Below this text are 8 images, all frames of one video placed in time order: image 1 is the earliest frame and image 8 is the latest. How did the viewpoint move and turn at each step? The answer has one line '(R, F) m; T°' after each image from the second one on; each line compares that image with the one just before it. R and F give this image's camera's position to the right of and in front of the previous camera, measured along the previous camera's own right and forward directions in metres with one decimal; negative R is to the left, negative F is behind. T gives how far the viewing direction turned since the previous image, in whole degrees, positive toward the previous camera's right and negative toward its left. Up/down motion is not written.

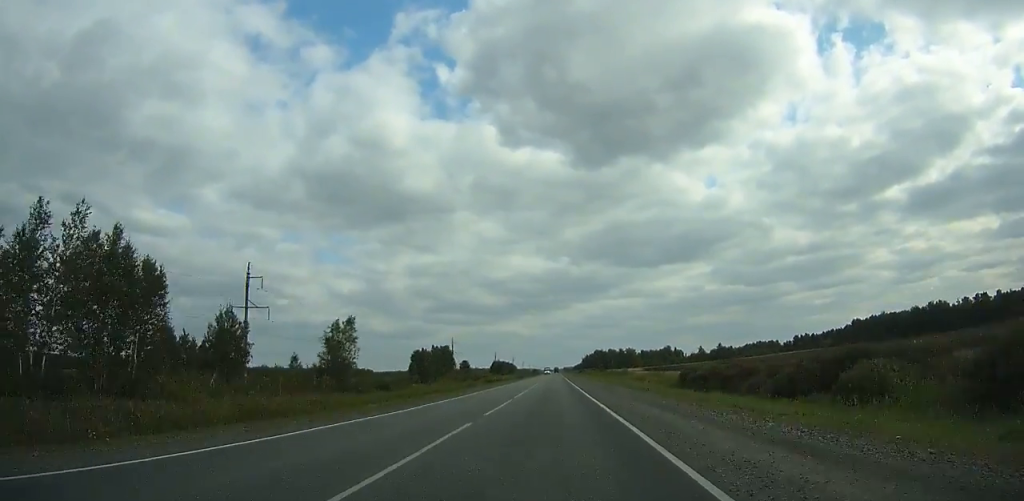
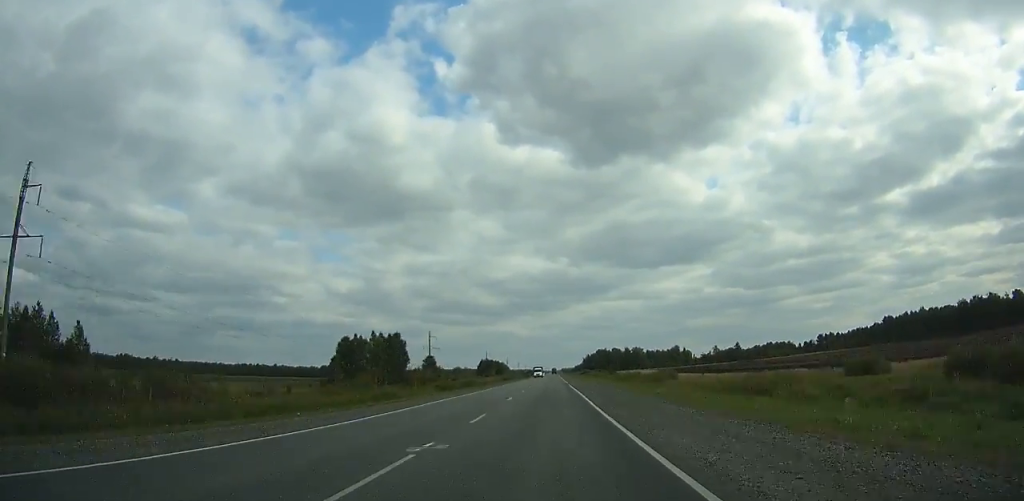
(0.0, +52.8) m; 0°
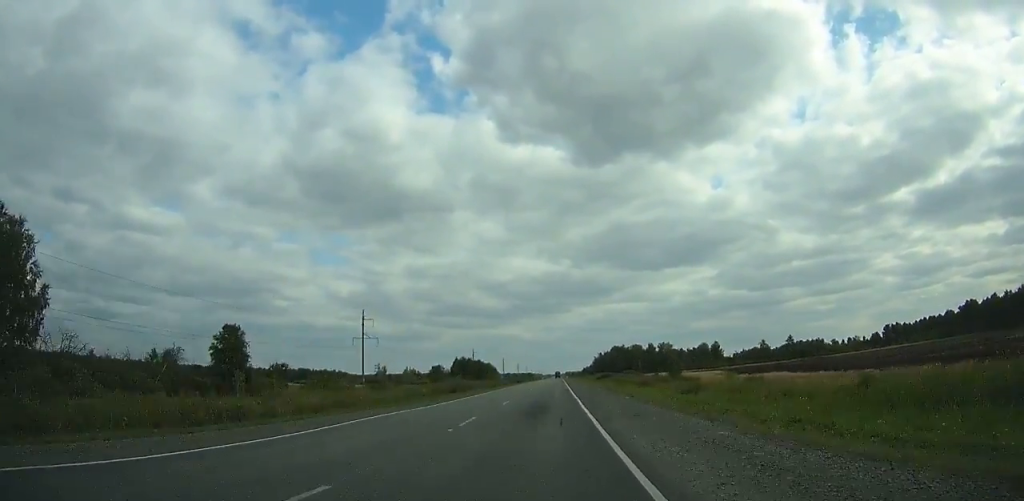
(+0.1, +95.3) m; 0°
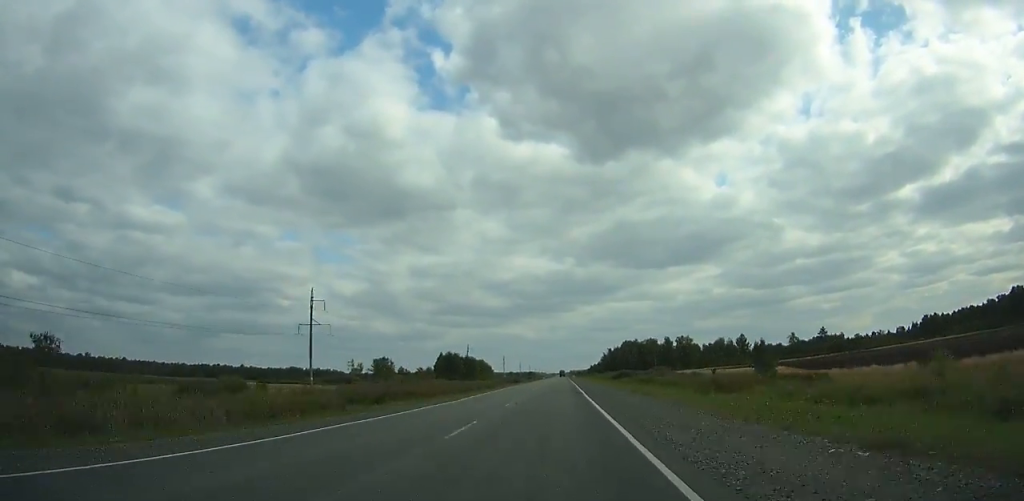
(+0.1, +39.8) m; 0°
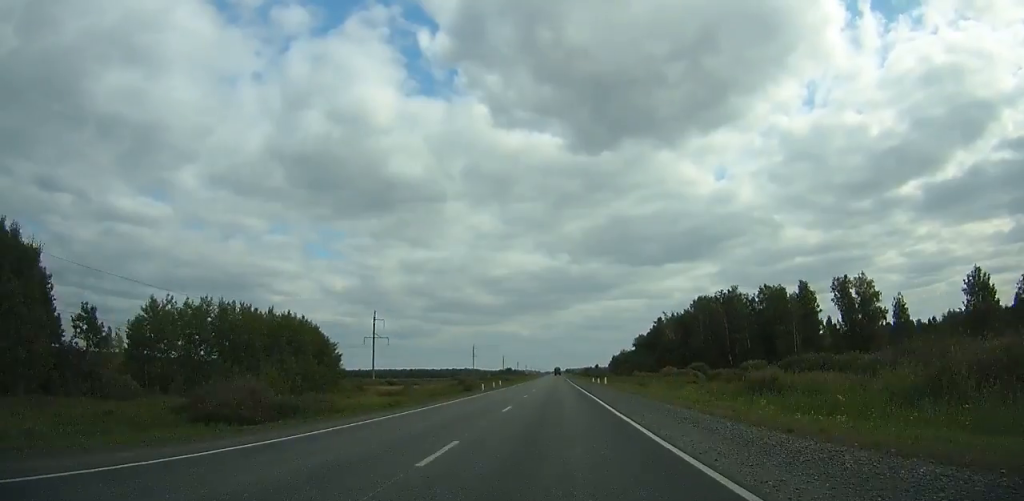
(-0.3, +171.3) m; 0°
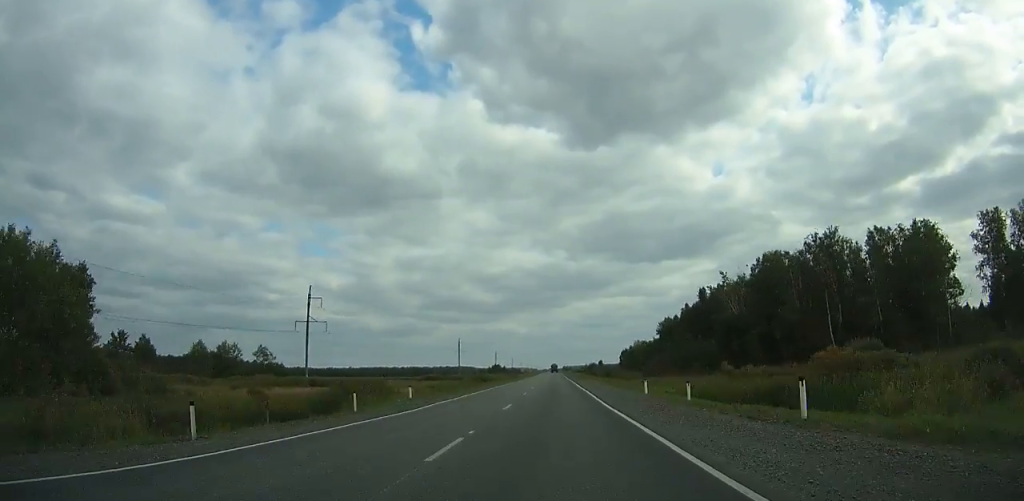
(+0.1, +47.3) m; 0°
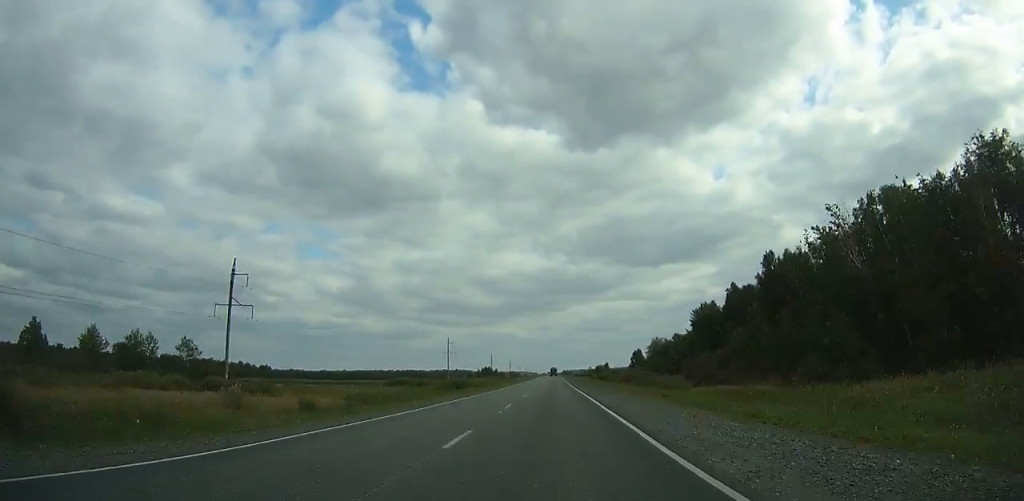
(0.0, +34.1) m; 0°
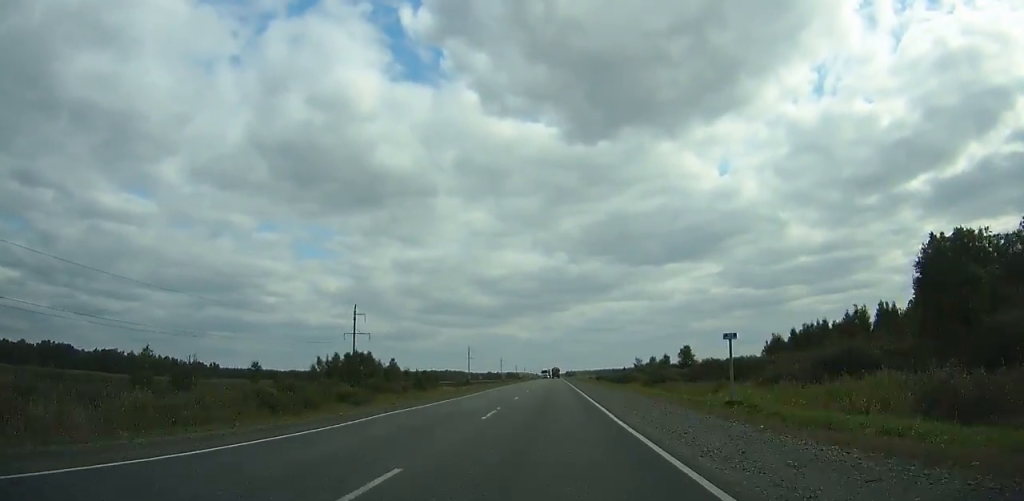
(-0.1, +149.2) m; 0°
